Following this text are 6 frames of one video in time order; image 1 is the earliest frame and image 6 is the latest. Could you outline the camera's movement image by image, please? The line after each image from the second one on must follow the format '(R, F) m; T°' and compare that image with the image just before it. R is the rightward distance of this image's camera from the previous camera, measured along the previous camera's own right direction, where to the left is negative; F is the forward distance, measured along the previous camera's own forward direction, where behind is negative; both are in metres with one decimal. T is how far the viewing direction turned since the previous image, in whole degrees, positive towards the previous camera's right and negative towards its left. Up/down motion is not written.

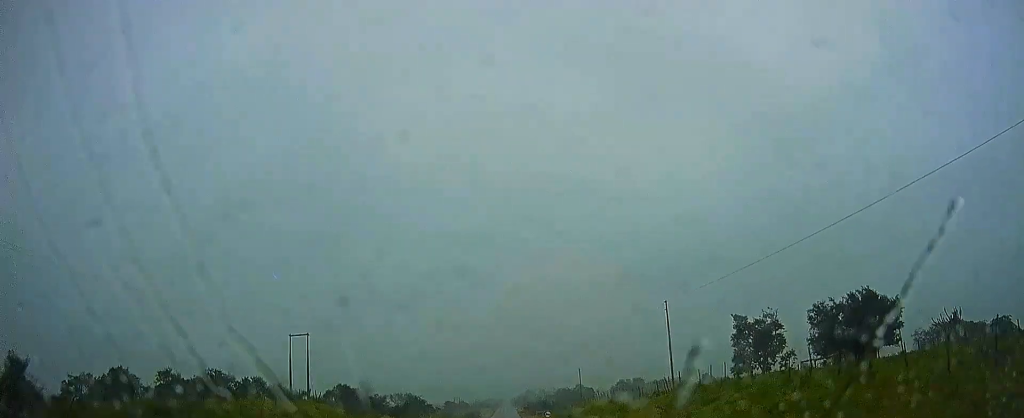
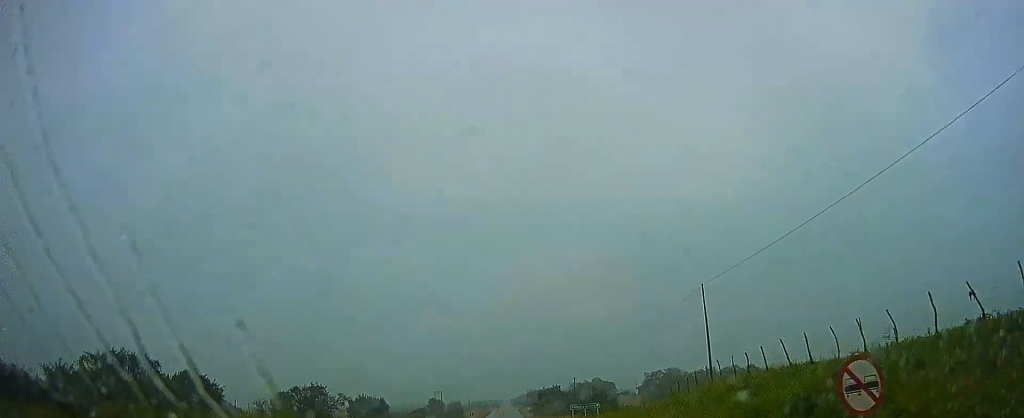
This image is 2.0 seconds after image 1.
(-0.7, +76.3) m; -1°
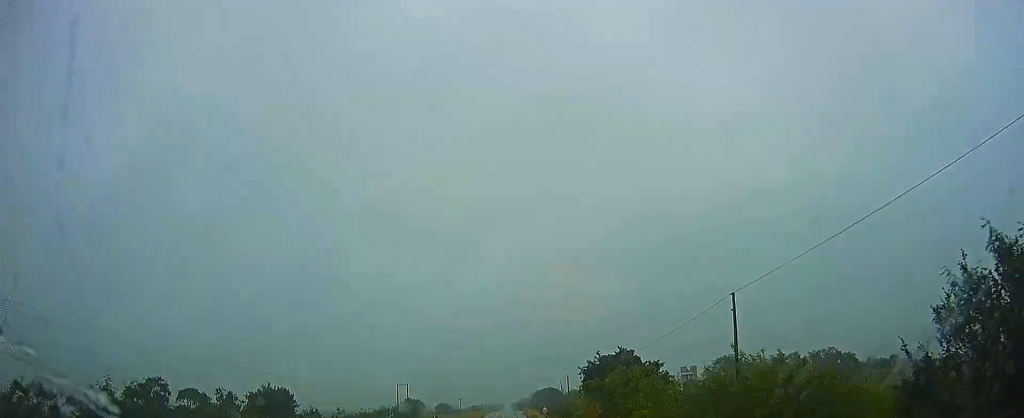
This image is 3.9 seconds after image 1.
(+0.2, +73.2) m; 0°
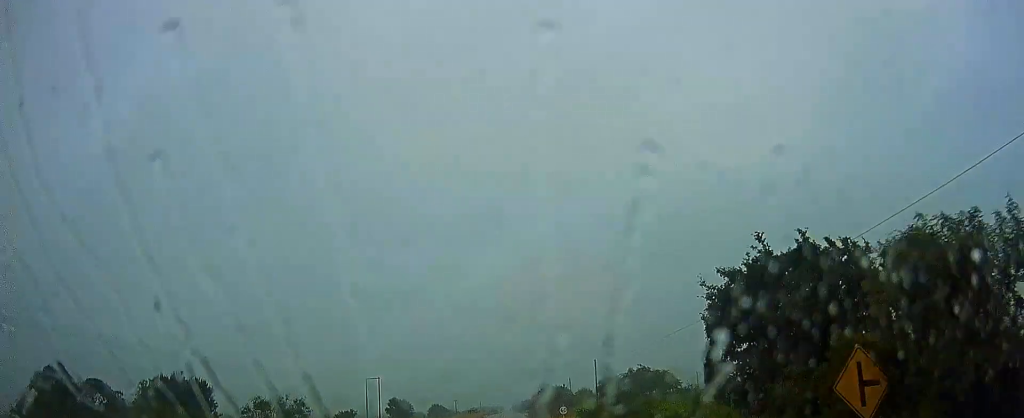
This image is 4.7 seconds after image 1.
(-0.1, +32.4) m; 0°
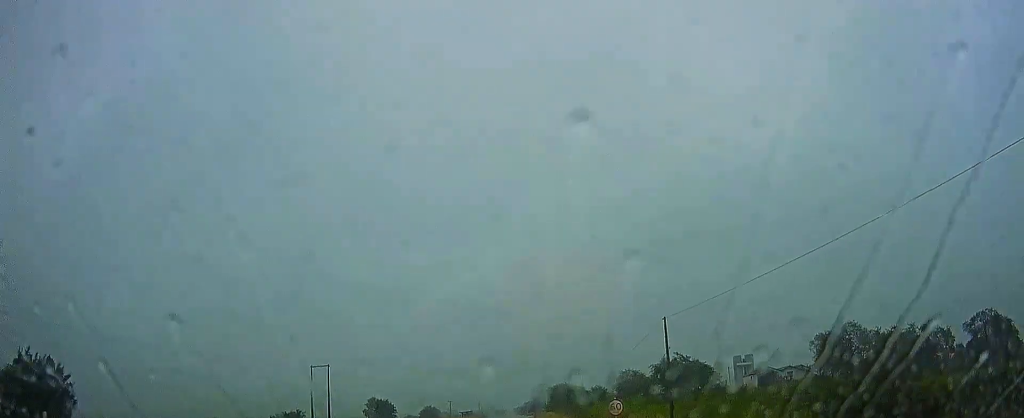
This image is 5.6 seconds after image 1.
(+0.3, +32.5) m; +1°
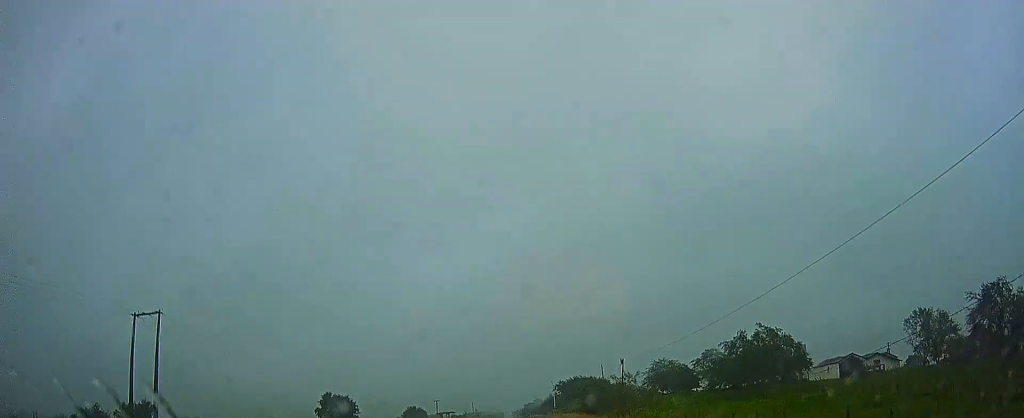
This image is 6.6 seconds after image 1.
(0.0, +41.8) m; 0°
